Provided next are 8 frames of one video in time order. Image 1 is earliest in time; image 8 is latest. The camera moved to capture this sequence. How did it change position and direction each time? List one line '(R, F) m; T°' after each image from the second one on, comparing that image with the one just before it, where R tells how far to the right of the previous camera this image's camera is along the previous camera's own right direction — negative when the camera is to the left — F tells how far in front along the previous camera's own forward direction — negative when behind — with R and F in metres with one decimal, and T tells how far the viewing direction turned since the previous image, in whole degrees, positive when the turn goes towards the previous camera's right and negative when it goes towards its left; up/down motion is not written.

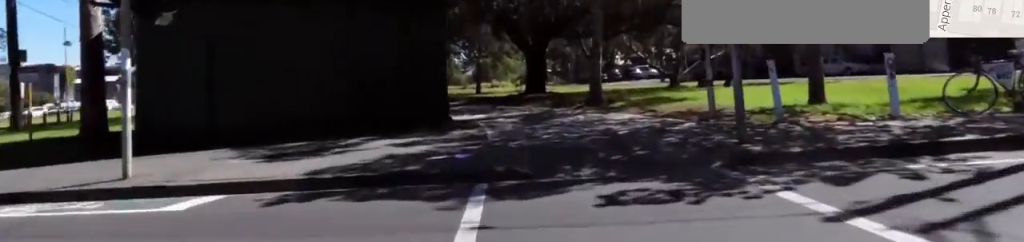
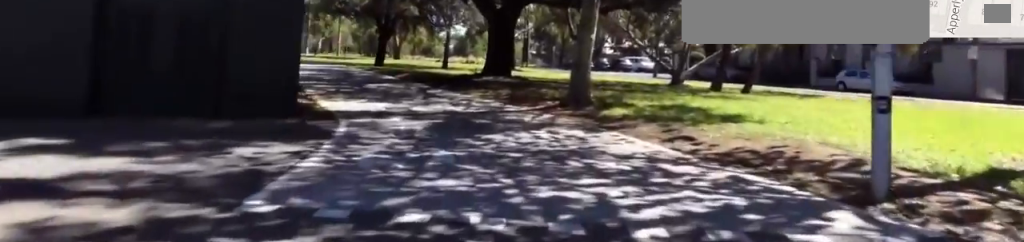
(-0.8, +6.4) m; -20°
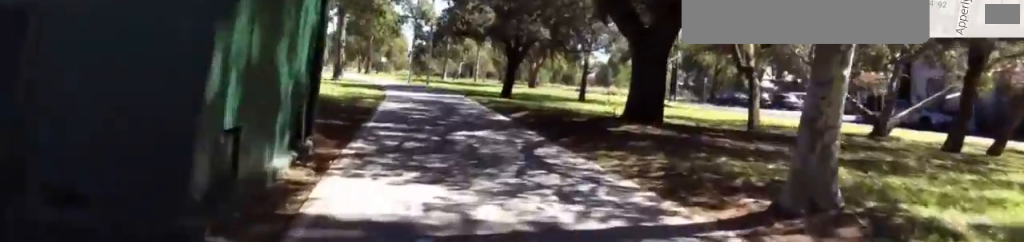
(-0.7, +3.9) m; -10°
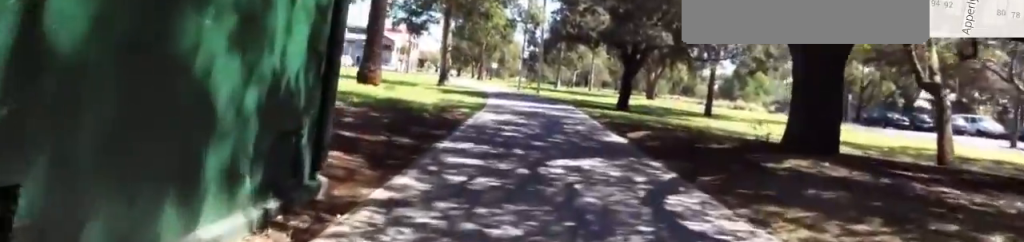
(0.0, +2.4) m; 0°
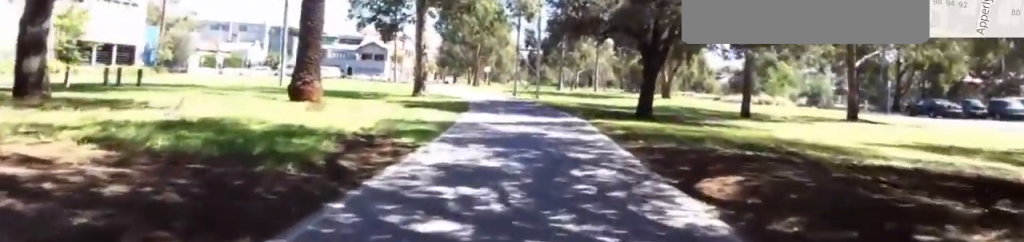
(+0.2, +6.1) m; -7°
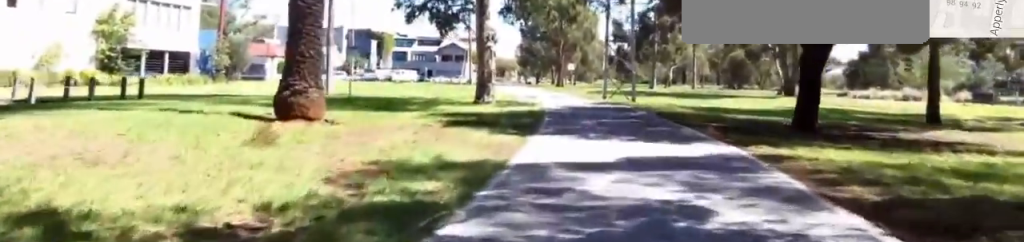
(-0.9, +6.9) m; -10°
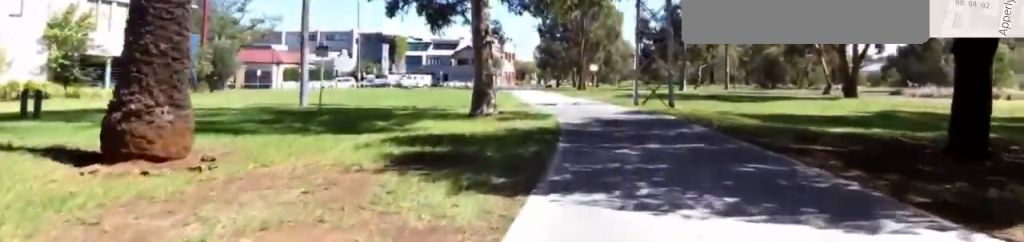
(0.0, +5.8) m; 0°
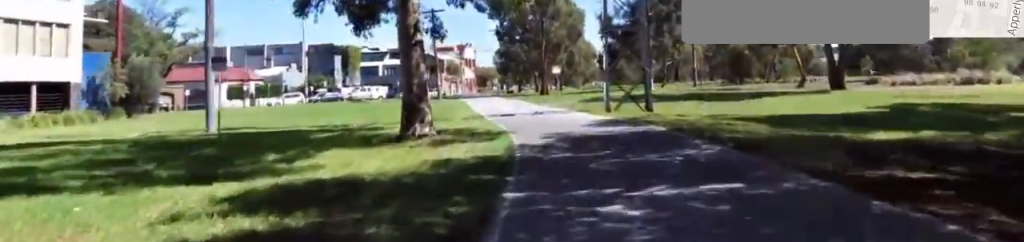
(0.0, +4.1) m; 0°
